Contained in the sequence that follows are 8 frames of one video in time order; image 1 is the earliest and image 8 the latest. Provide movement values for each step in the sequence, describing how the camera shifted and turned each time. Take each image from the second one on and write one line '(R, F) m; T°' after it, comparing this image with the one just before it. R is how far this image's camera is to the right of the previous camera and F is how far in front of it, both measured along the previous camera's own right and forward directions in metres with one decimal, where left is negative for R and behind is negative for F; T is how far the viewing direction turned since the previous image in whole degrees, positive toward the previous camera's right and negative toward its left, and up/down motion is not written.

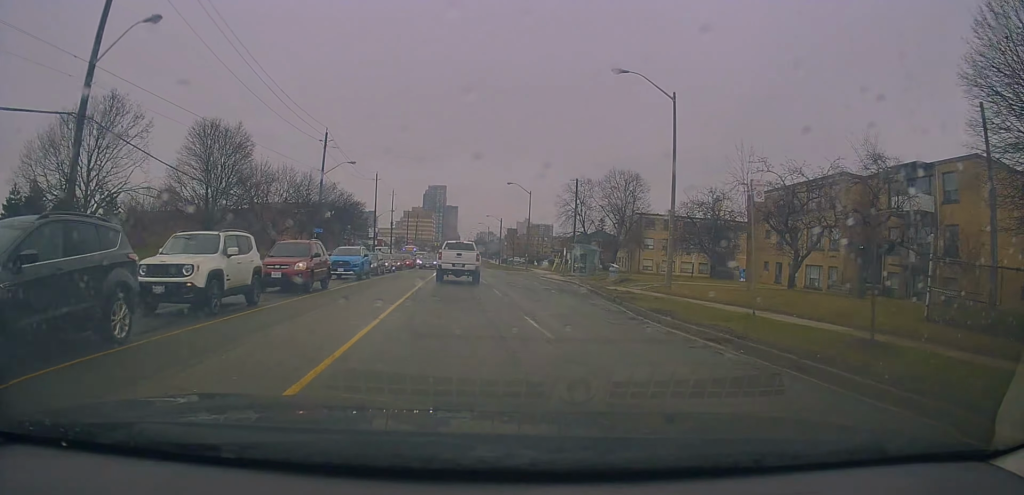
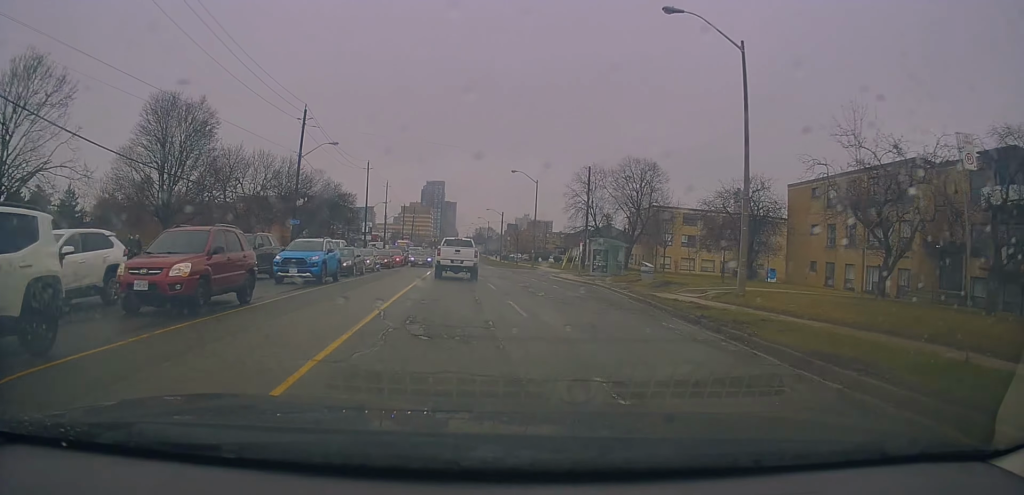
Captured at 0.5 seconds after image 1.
(-0.2, +7.6) m; 0°
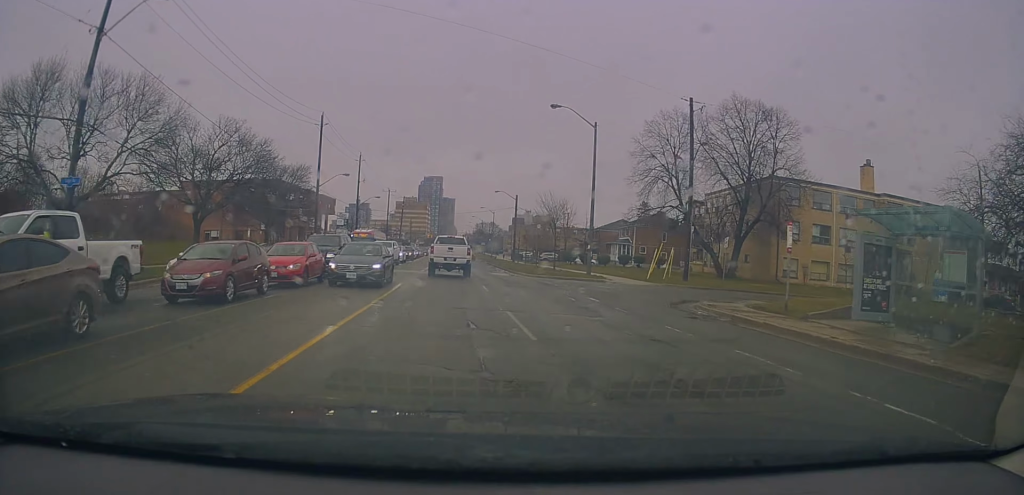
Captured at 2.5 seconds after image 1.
(0.0, +29.5) m; -2°
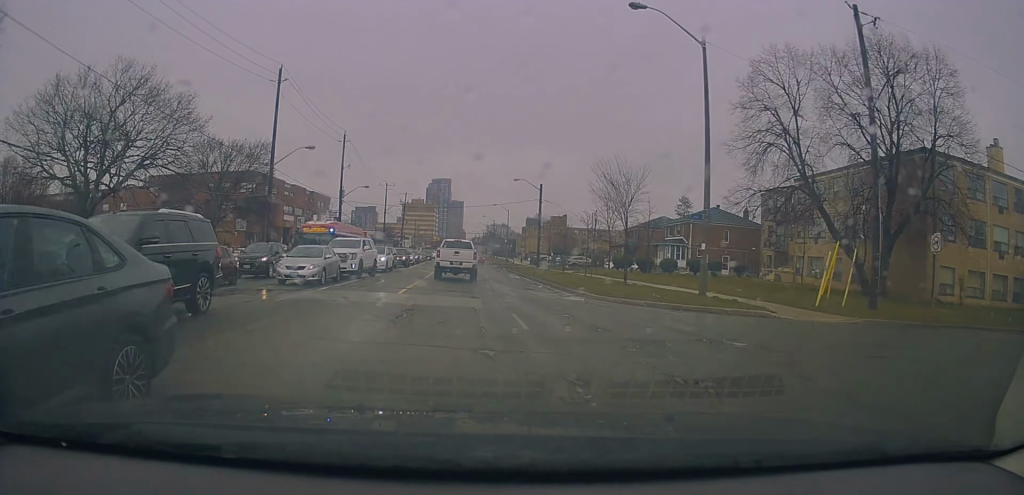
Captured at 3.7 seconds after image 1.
(+0.1, +17.2) m; 0°
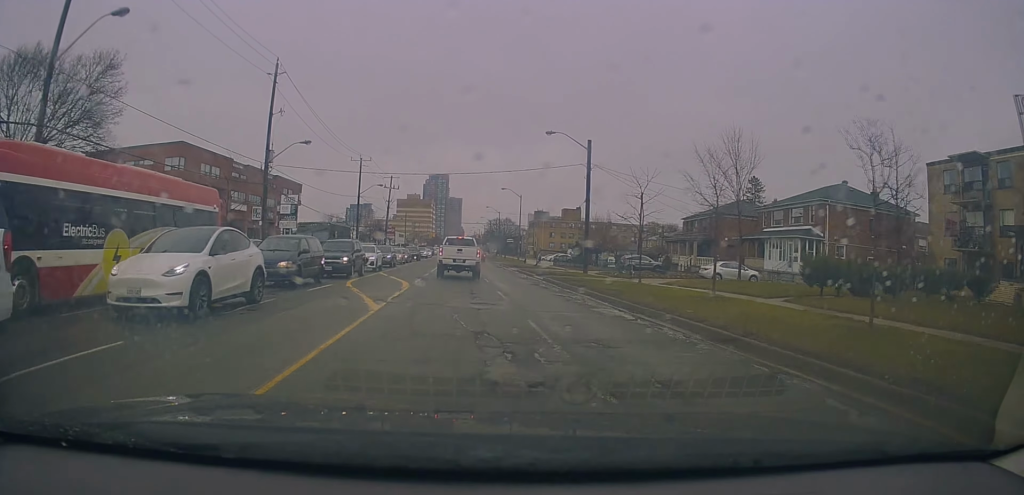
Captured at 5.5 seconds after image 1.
(-0.2, +26.3) m; -1°
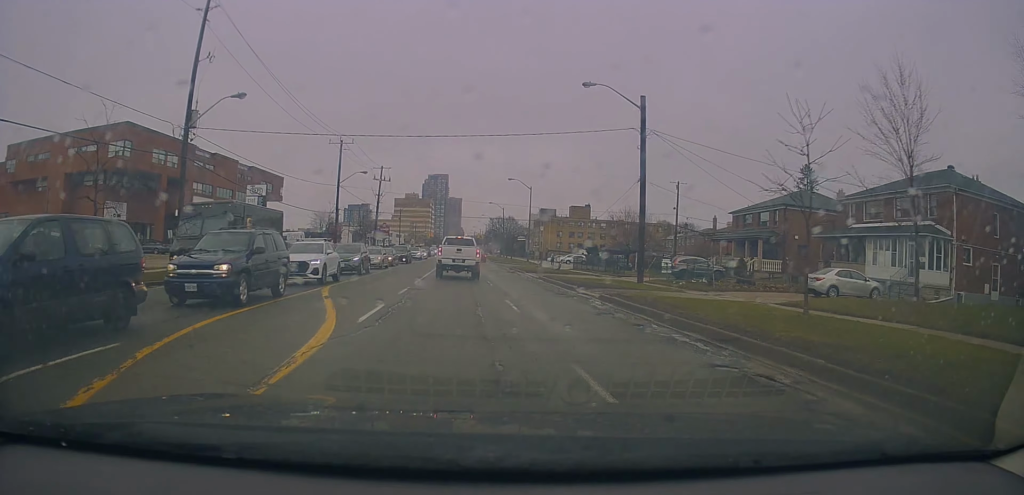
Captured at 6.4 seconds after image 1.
(0.0, +12.8) m; 0°
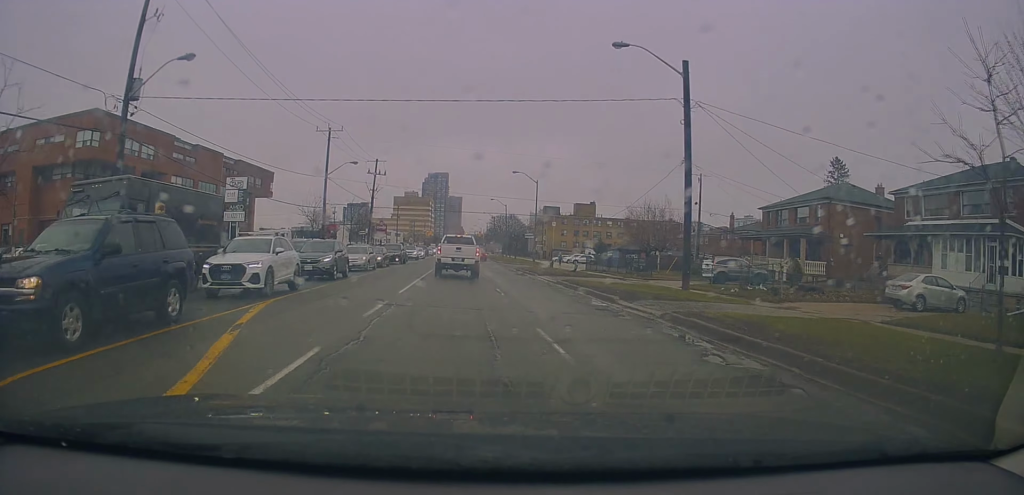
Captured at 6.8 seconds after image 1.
(-0.1, +6.3) m; +1°
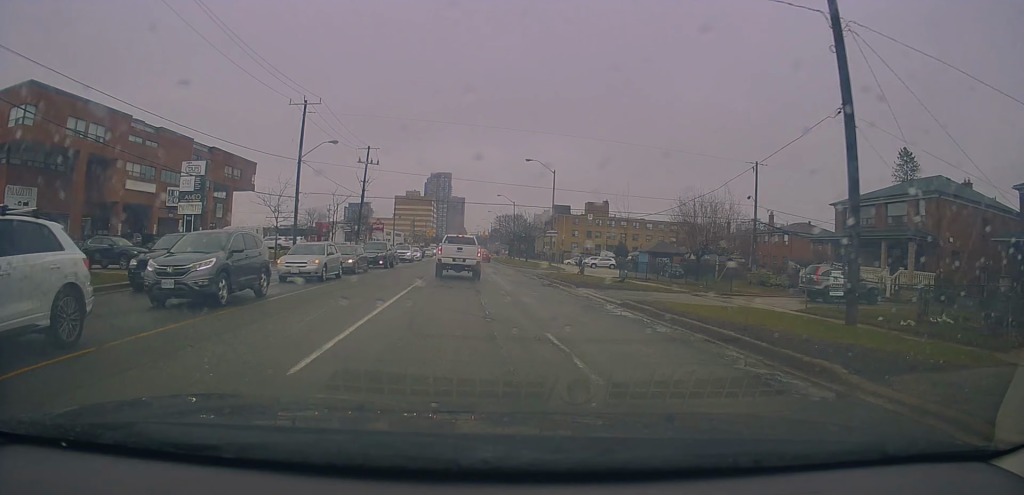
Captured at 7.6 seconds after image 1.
(0.0, +10.9) m; +1°
